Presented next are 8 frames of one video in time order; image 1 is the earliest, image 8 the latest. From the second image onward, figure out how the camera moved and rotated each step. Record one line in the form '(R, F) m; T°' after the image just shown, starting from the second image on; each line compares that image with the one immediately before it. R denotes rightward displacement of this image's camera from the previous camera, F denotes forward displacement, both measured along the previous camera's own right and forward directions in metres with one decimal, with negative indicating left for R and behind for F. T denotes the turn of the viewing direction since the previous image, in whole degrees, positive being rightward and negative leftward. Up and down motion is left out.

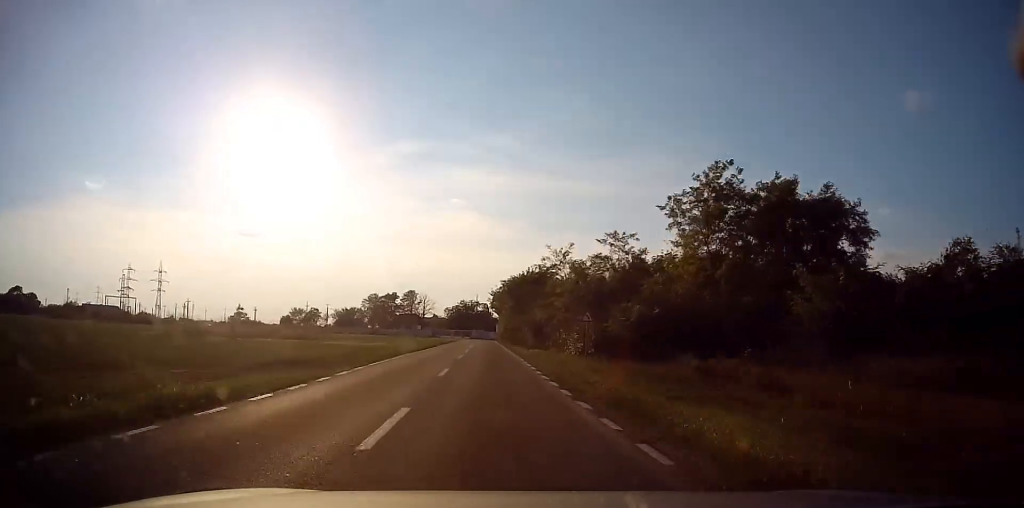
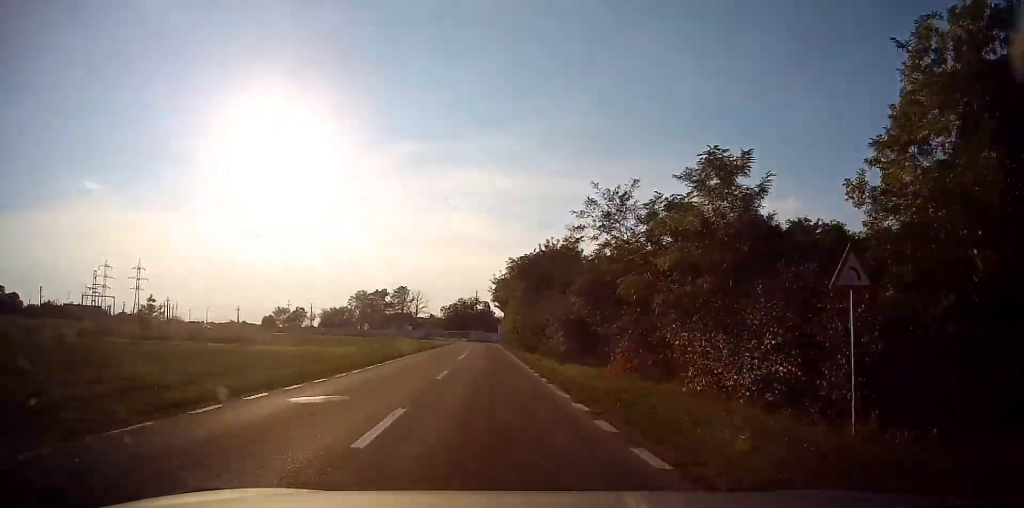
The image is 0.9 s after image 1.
(+0.2, +18.2) m; -1°
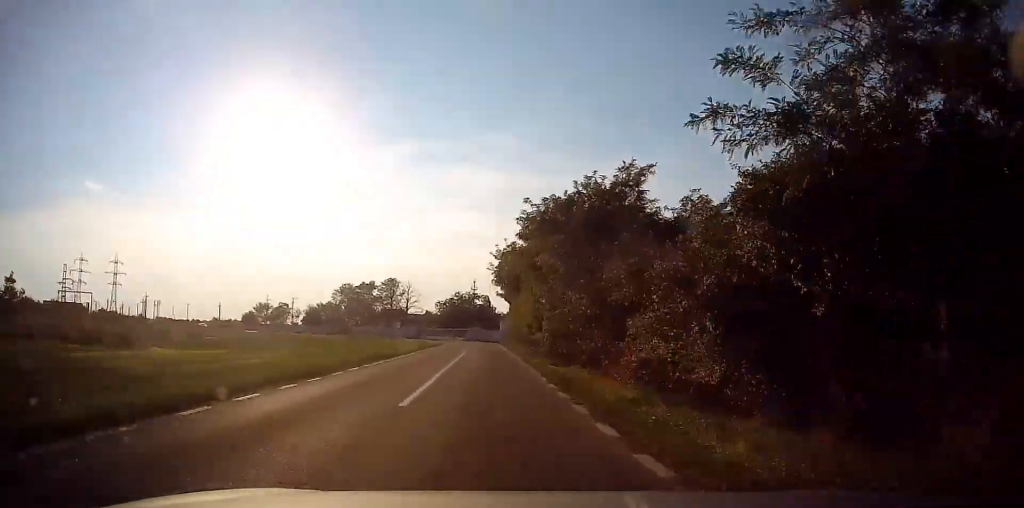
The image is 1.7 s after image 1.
(-0.5, +16.6) m; 0°
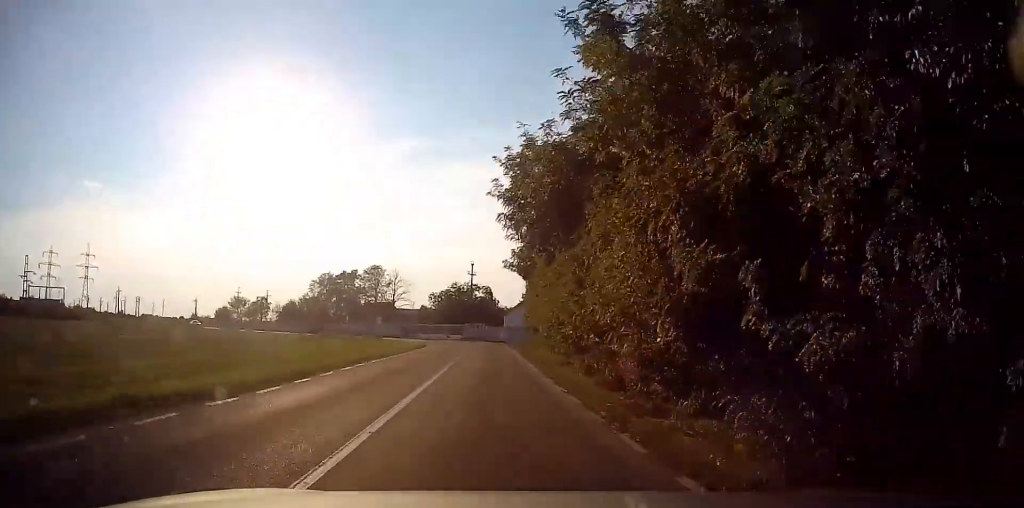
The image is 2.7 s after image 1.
(+0.4, +18.8) m; +1°
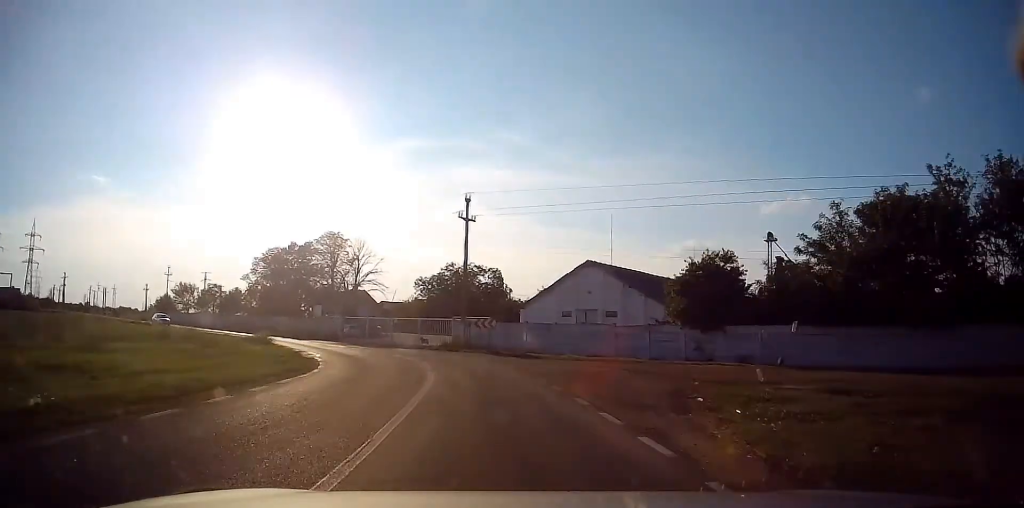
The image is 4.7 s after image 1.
(-0.4, +34.0) m; -2°
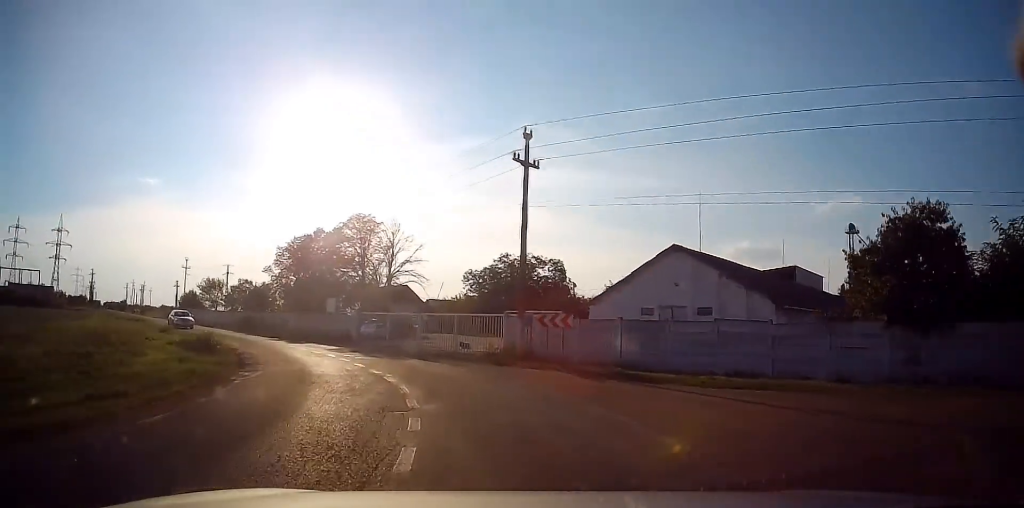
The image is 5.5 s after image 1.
(-0.3, +12.5) m; -6°
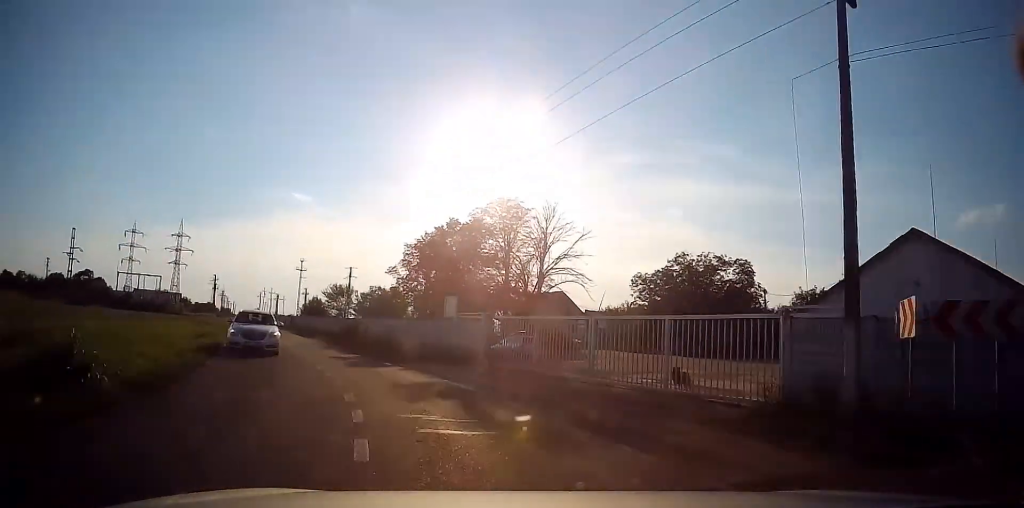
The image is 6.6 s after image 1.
(-1.6, +14.5) m; -16°
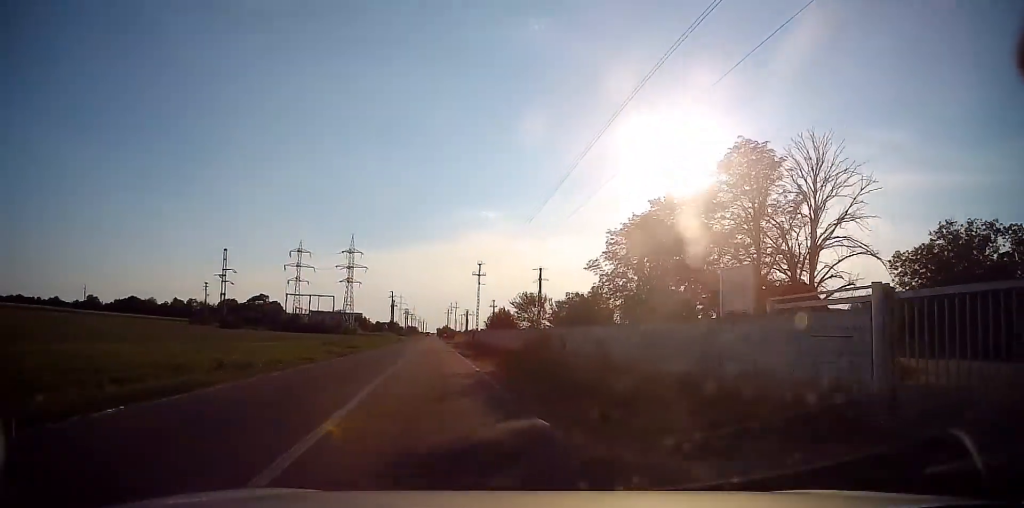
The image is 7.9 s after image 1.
(-2.4, +14.9) m; -19°
